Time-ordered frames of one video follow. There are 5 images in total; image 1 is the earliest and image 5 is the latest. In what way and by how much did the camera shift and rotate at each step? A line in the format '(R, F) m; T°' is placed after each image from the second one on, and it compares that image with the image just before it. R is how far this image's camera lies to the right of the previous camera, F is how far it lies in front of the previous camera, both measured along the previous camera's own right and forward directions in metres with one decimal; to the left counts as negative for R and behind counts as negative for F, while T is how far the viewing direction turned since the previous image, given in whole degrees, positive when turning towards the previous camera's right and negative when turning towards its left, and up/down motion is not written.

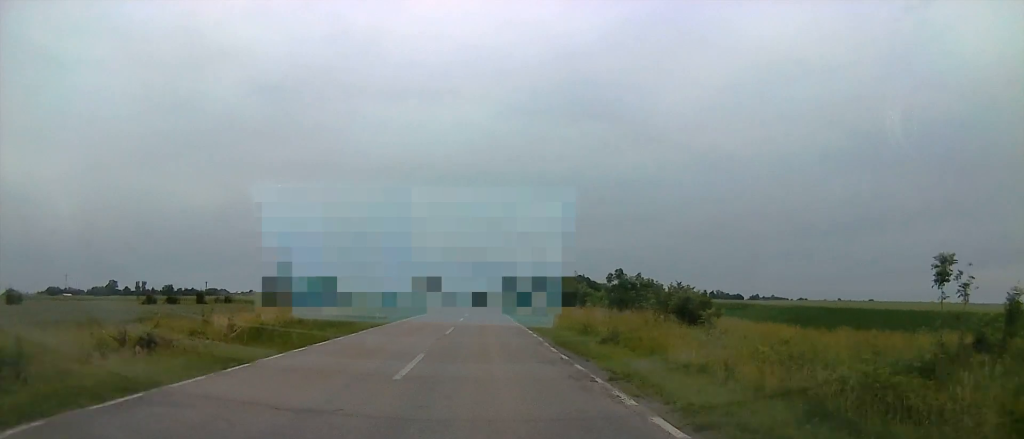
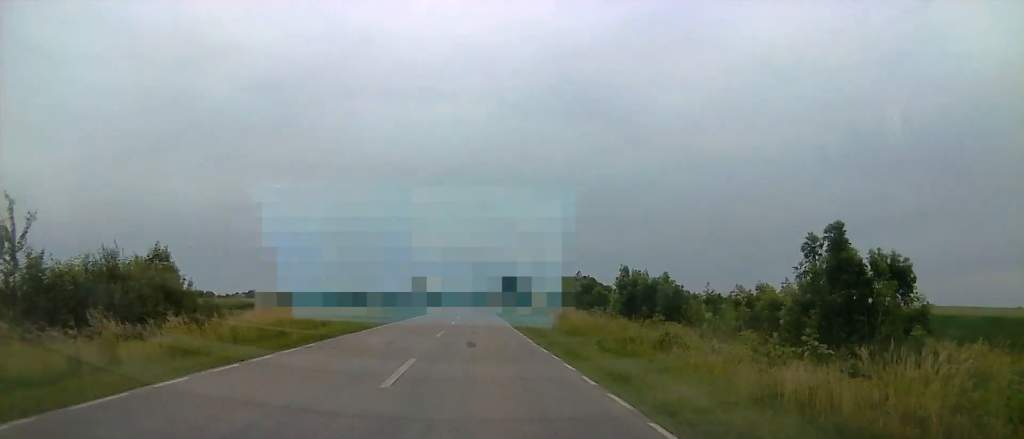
(0.0, +36.0) m; +1°
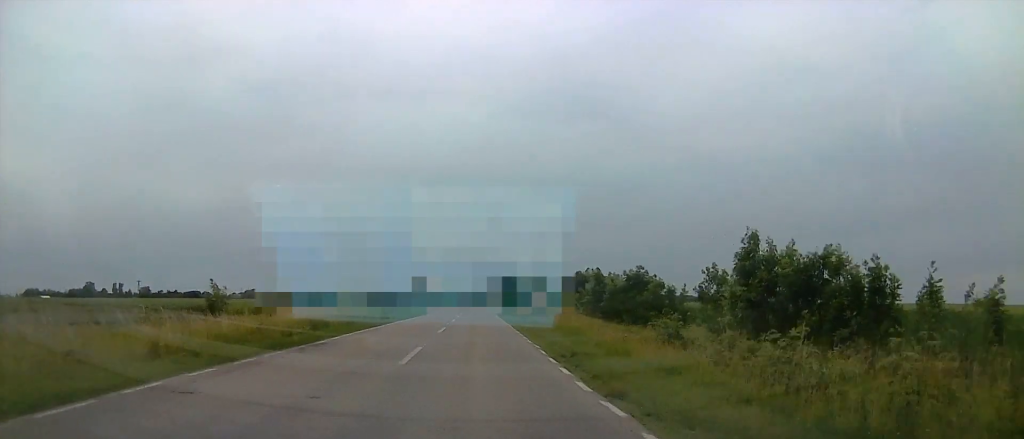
(+0.1, +20.3) m; -3°
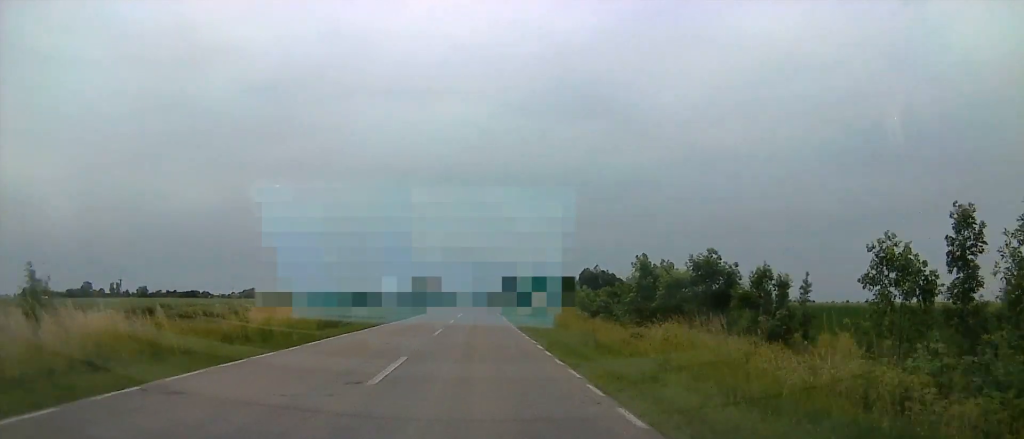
(-0.6, +14.5) m; -1°
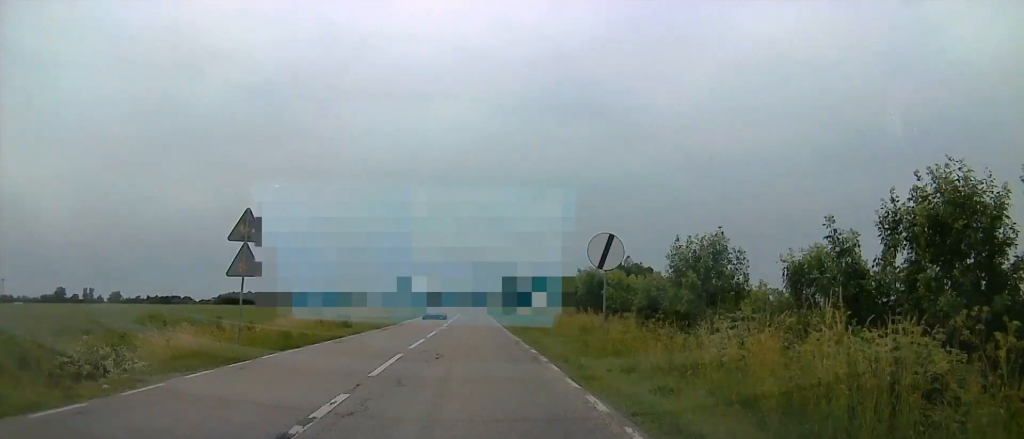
(+1.1, +64.0) m; 0°
